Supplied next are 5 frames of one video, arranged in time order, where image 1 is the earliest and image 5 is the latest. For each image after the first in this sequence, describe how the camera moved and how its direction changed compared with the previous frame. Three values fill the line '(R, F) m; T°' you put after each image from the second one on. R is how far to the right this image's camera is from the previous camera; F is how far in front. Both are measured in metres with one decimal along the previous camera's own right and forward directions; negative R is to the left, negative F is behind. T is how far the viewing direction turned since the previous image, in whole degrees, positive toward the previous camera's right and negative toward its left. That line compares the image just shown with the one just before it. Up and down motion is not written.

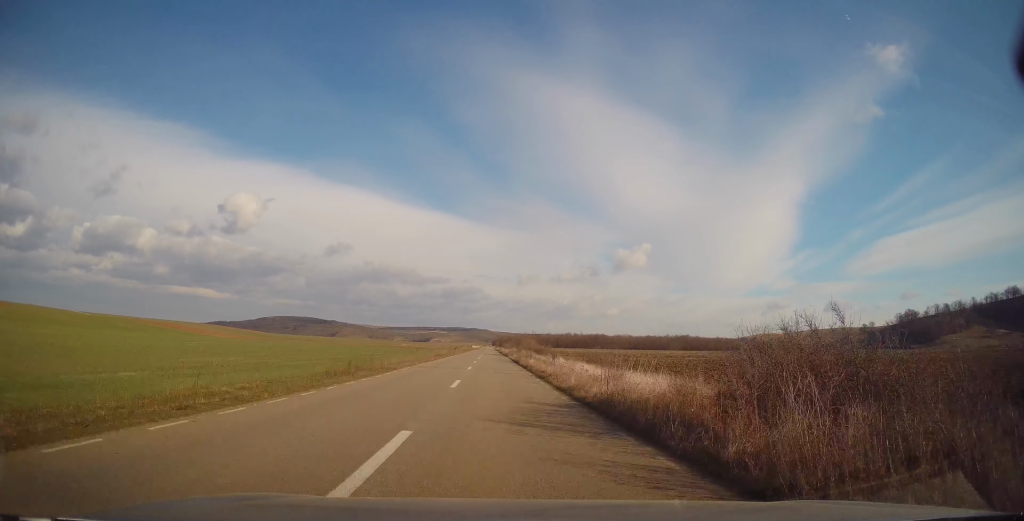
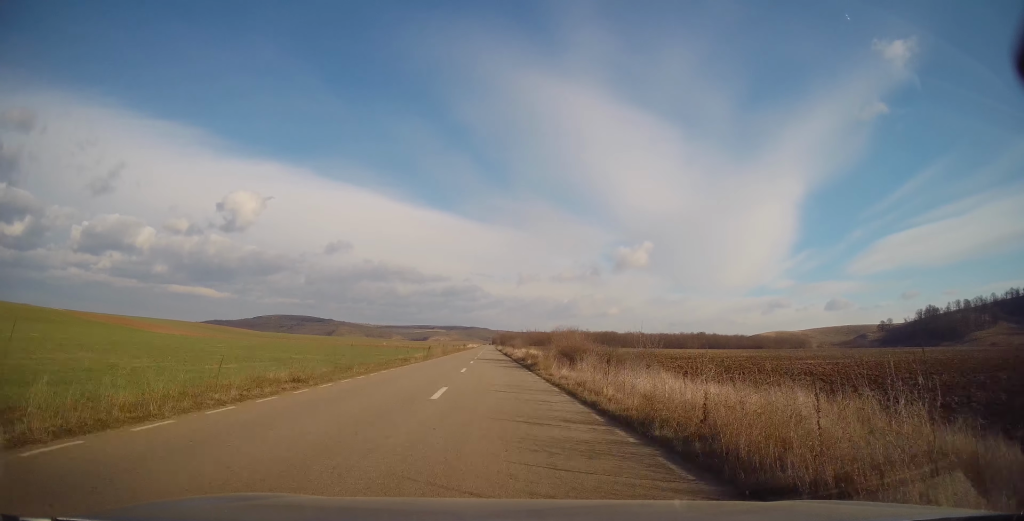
(-0.3, +40.0) m; -1°
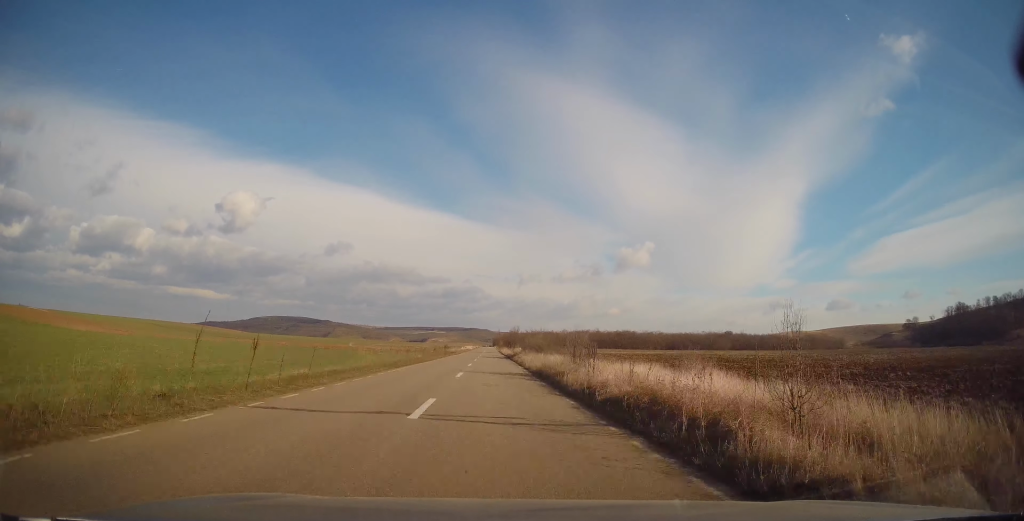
(+0.3, +50.7) m; +1°
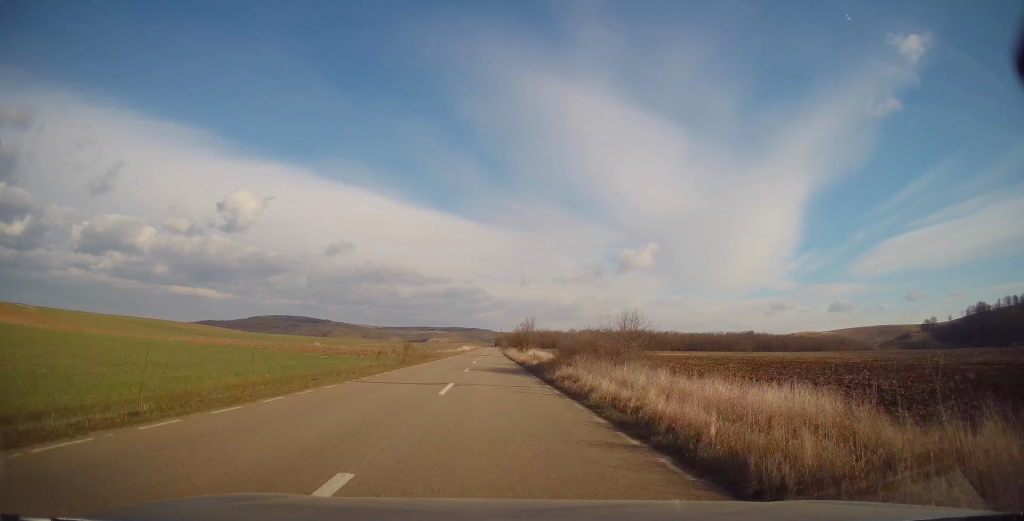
(0.0, +31.7) m; 0°
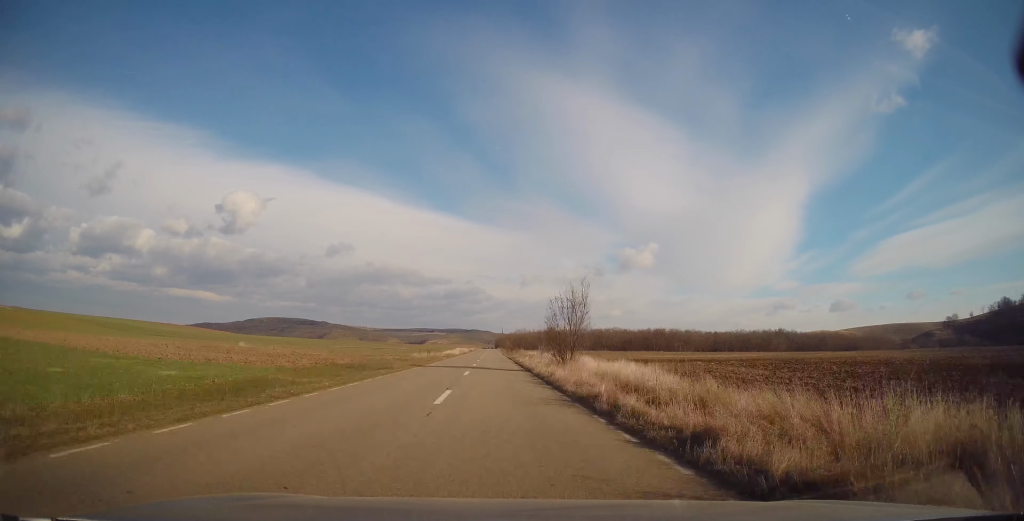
(-0.4, +37.5) m; -1°
